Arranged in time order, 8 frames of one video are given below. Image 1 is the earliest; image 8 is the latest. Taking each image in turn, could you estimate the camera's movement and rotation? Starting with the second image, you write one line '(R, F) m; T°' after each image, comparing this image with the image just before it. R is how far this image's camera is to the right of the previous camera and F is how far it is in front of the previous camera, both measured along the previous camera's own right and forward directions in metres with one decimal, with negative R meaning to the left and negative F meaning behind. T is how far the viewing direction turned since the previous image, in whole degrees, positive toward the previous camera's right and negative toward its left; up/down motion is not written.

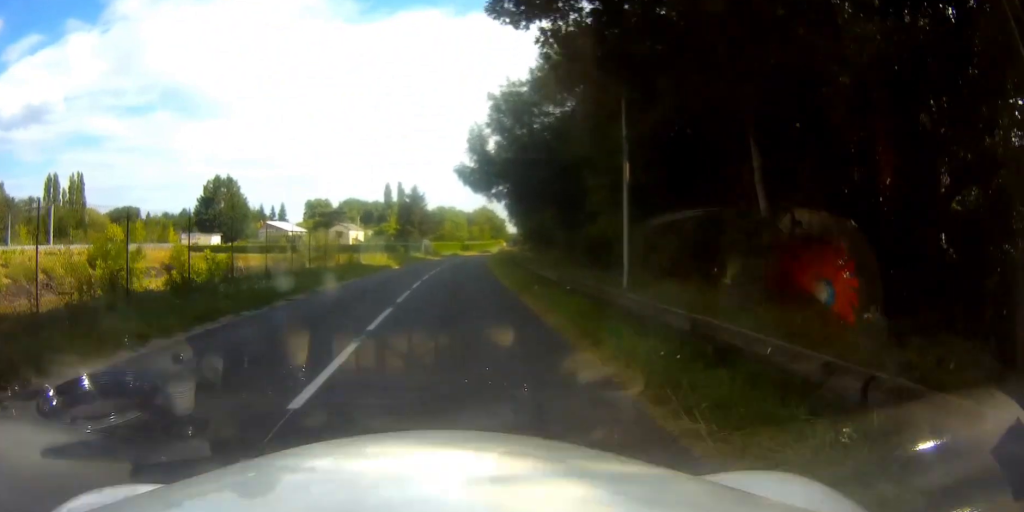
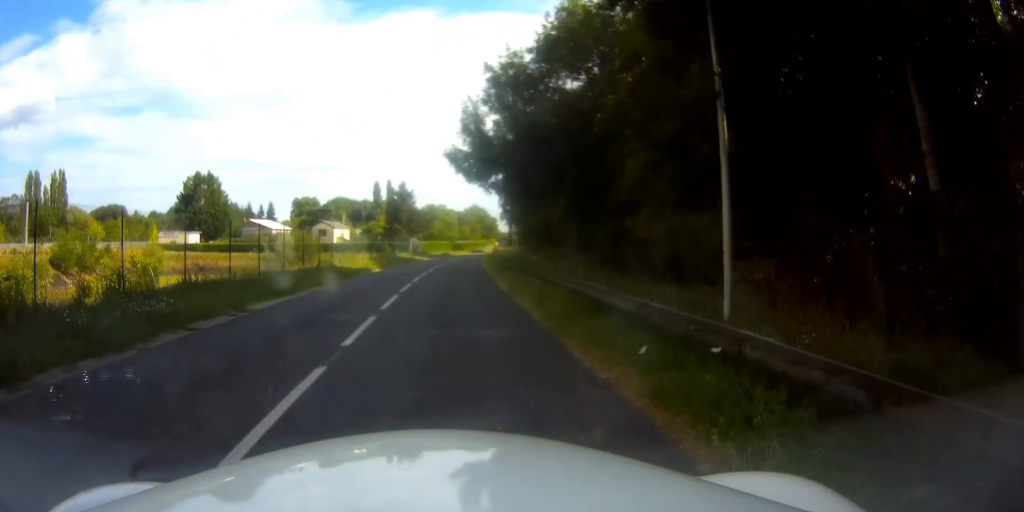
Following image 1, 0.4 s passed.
(0.0, +5.8) m; 0°
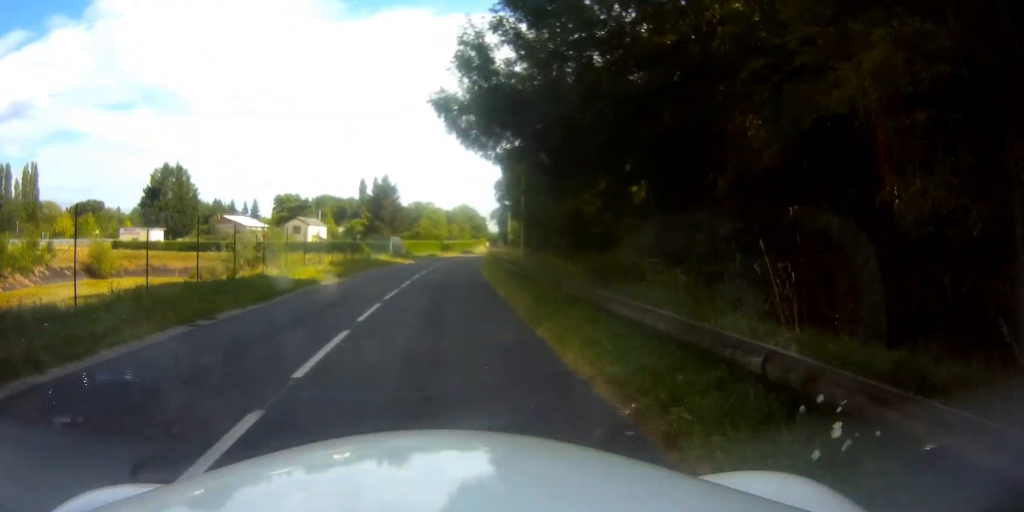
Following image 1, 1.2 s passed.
(0.0, +10.3) m; +1°
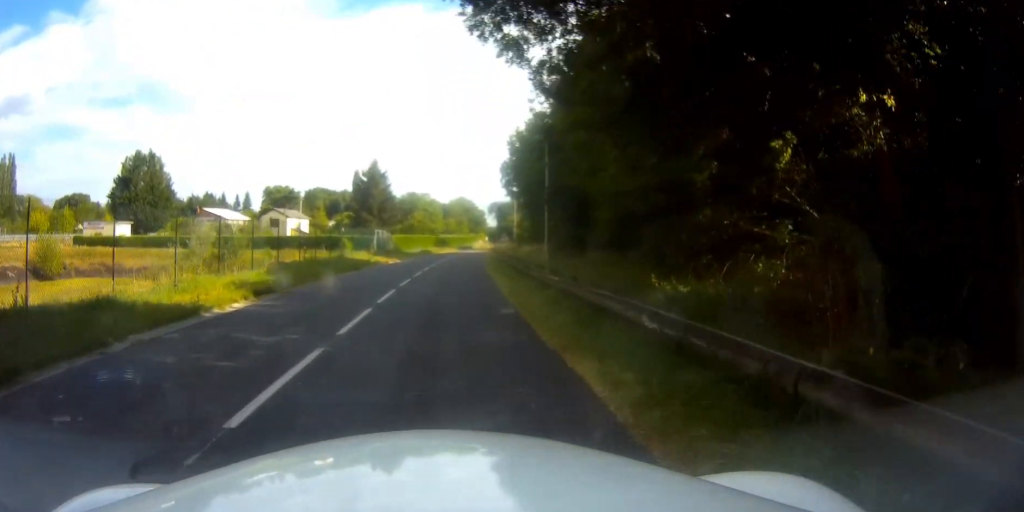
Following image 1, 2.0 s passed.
(+0.1, +10.3) m; +1°
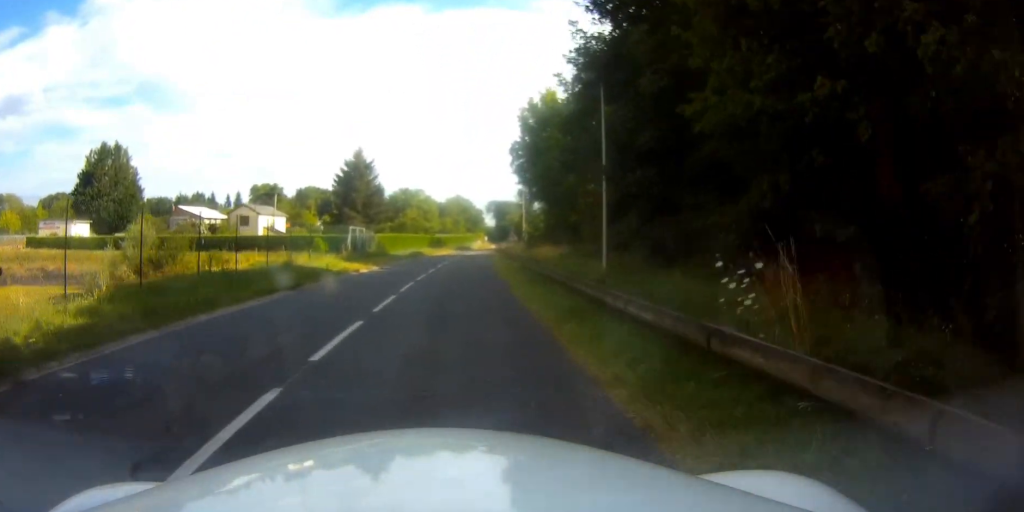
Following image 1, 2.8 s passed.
(+0.1, +10.9) m; +1°
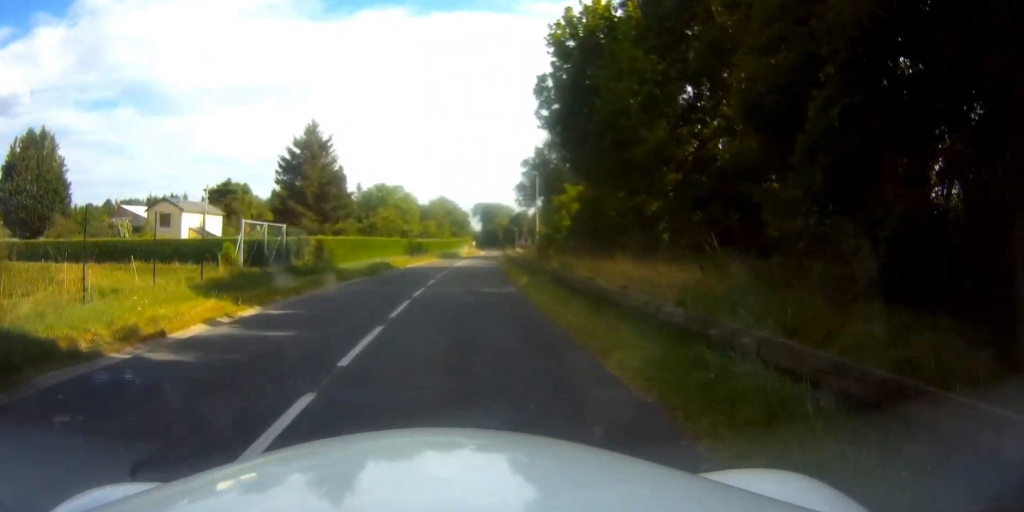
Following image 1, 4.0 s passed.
(+0.1, +17.5) m; +2°
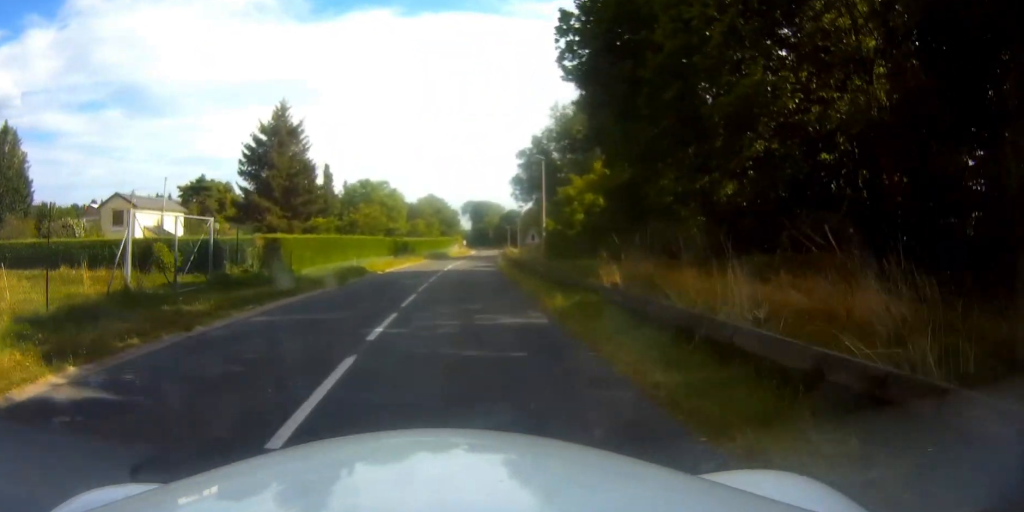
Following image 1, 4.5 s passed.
(+0.1, +7.0) m; +1°
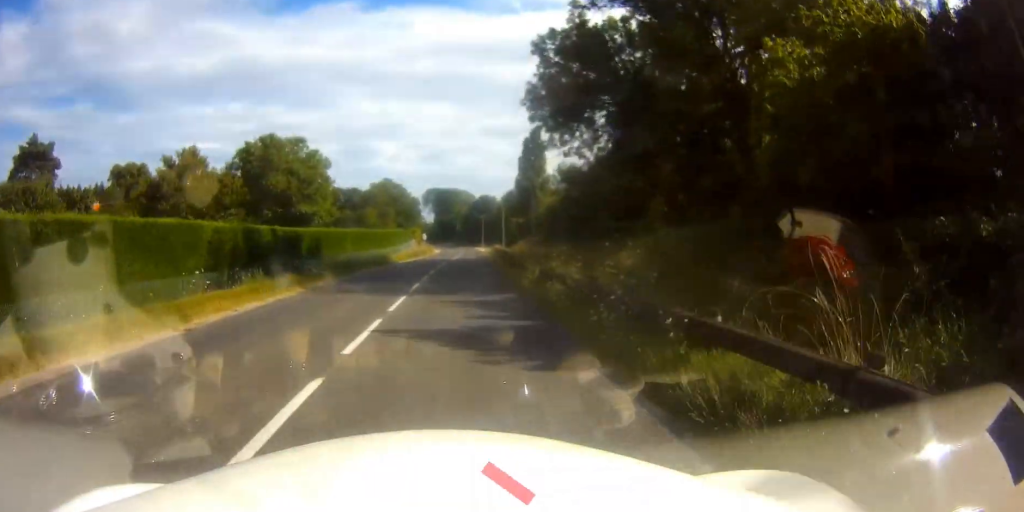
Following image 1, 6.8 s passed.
(+1.6, +35.6) m; +3°
